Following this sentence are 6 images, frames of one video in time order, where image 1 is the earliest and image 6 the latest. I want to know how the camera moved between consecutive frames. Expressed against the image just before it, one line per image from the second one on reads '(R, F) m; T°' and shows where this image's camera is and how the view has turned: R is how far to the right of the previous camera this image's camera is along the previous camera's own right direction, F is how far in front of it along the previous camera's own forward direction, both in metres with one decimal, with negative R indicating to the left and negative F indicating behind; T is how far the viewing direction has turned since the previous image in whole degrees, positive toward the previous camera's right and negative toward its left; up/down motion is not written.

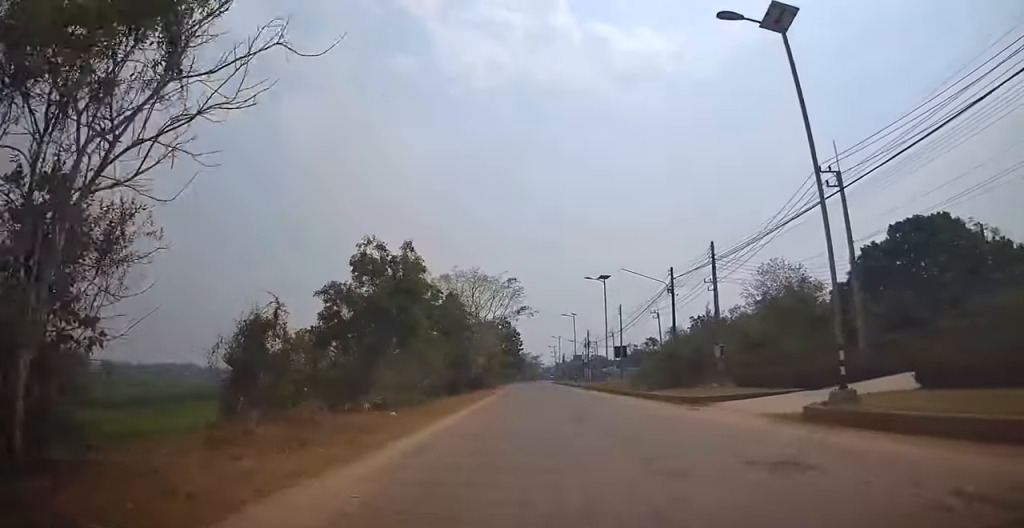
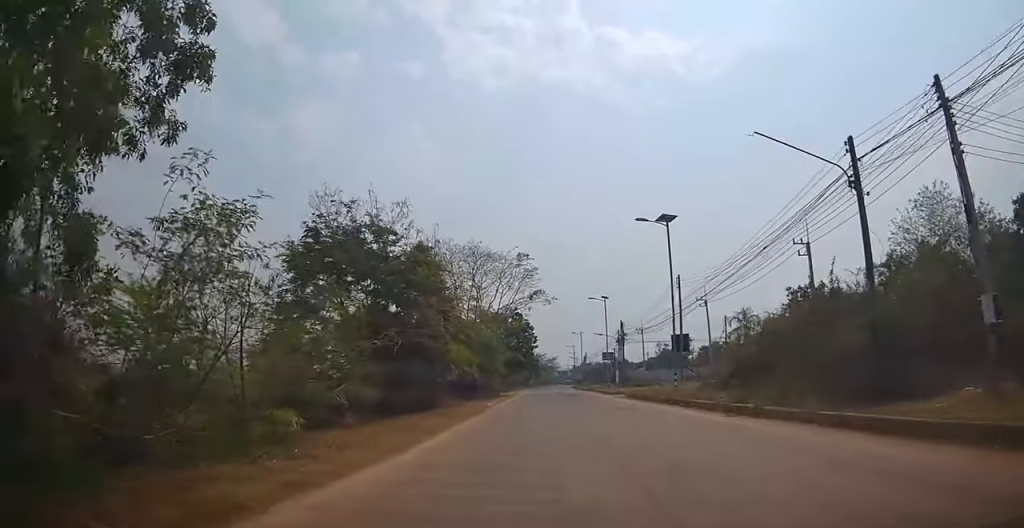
(+0.2, +18.1) m; 0°
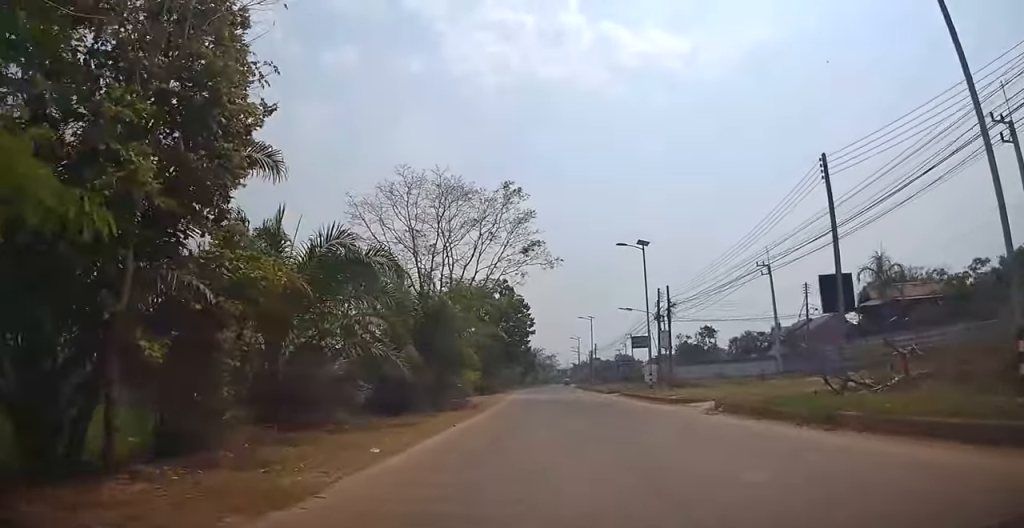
(+0.2, +20.5) m; +1°
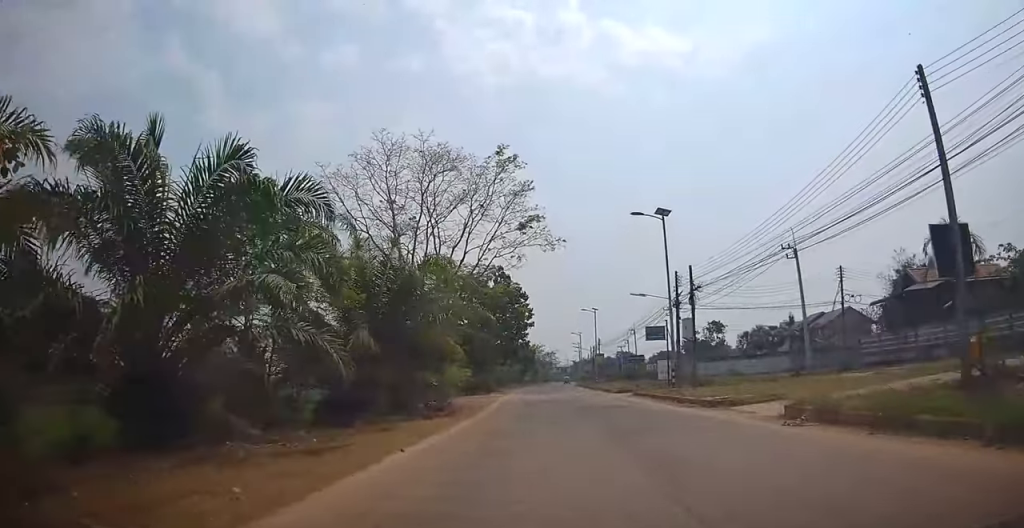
(0.0, +5.6) m; 0°
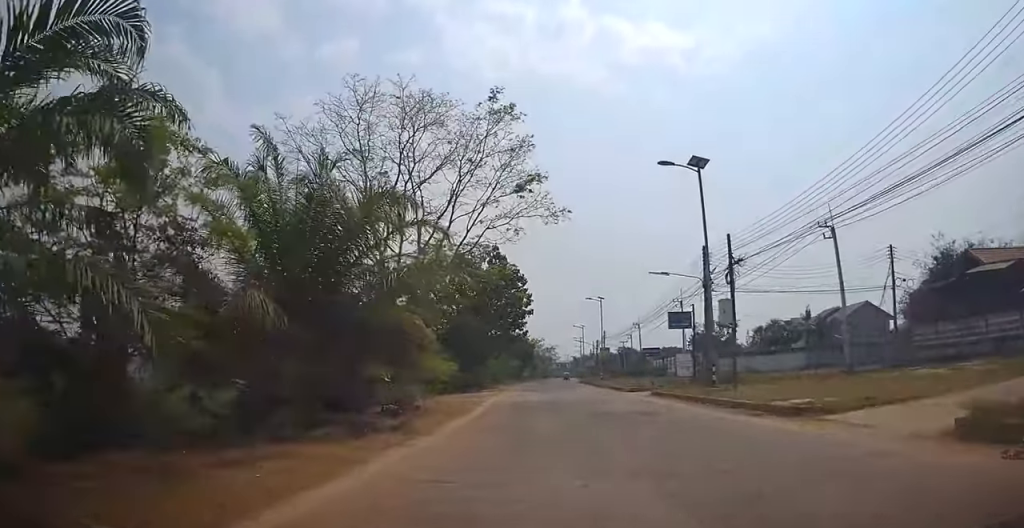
(0.0, +6.2) m; +1°
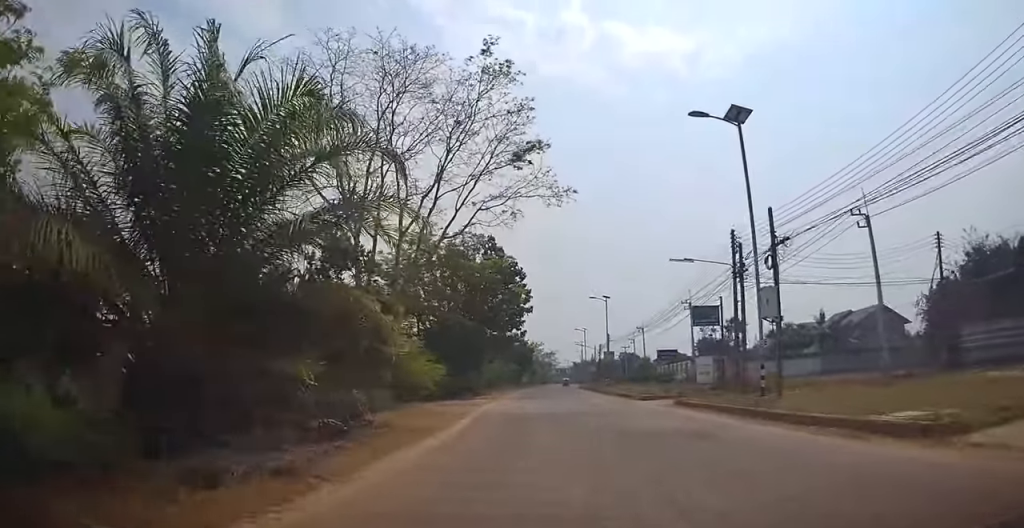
(0.0, +4.6) m; 0°
